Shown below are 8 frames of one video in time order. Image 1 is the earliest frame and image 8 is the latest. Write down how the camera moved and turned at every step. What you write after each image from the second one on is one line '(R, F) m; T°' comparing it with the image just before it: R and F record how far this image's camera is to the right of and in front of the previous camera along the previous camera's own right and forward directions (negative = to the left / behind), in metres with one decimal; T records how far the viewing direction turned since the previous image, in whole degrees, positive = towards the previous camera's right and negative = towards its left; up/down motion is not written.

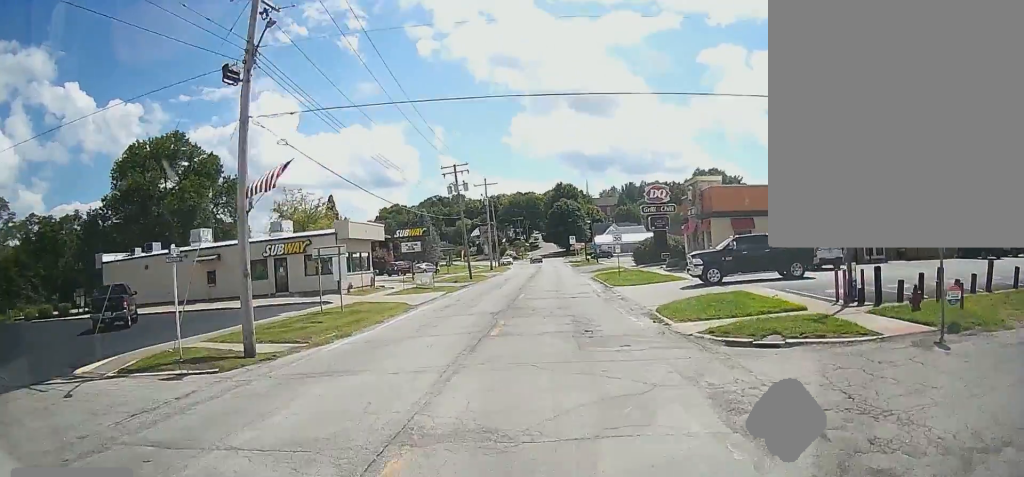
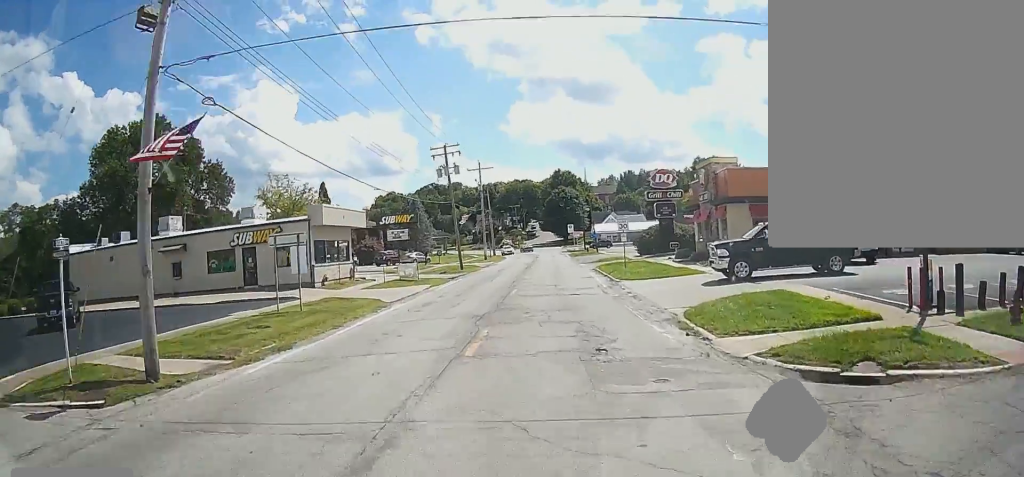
(+0.1, +4.3) m; 0°
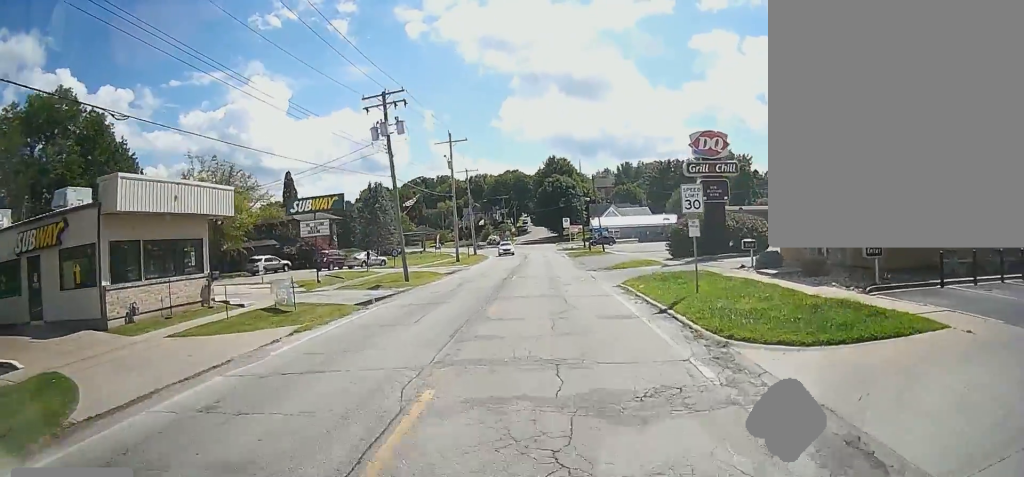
(-0.6, +17.6) m; -2°
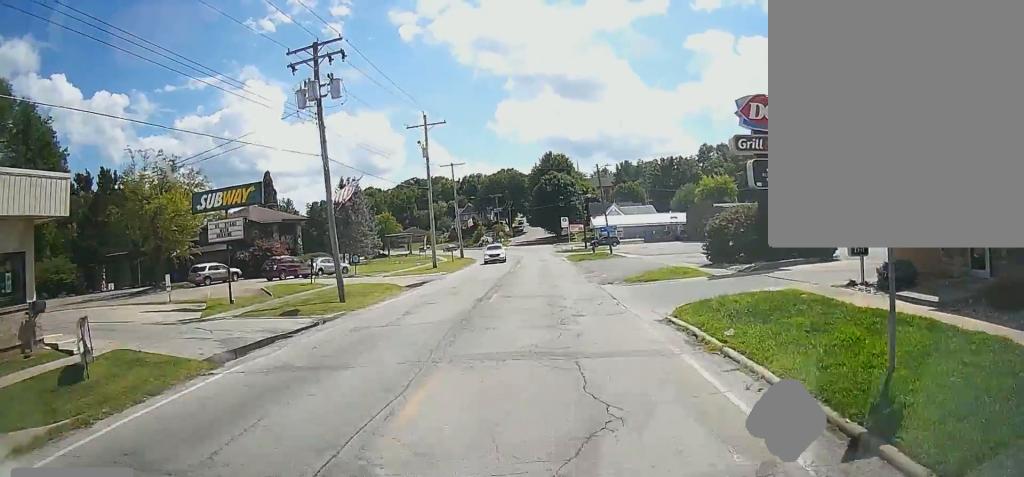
(+0.2, +9.7) m; +2°
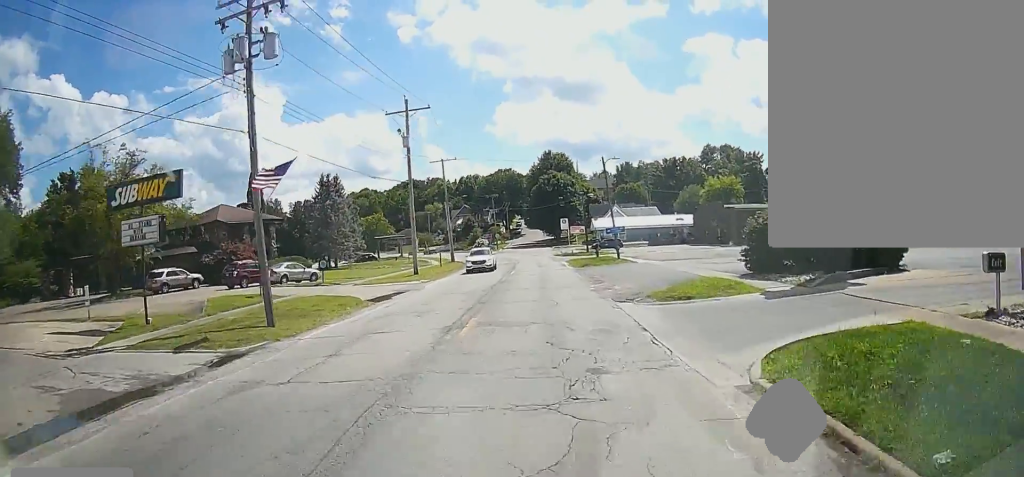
(+0.1, +6.0) m; +1°
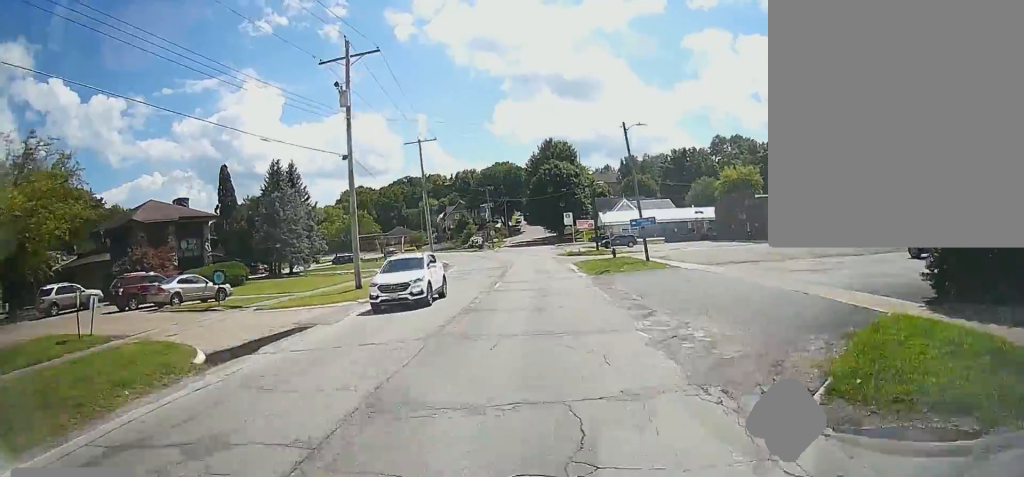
(0.0, +12.9) m; 0°
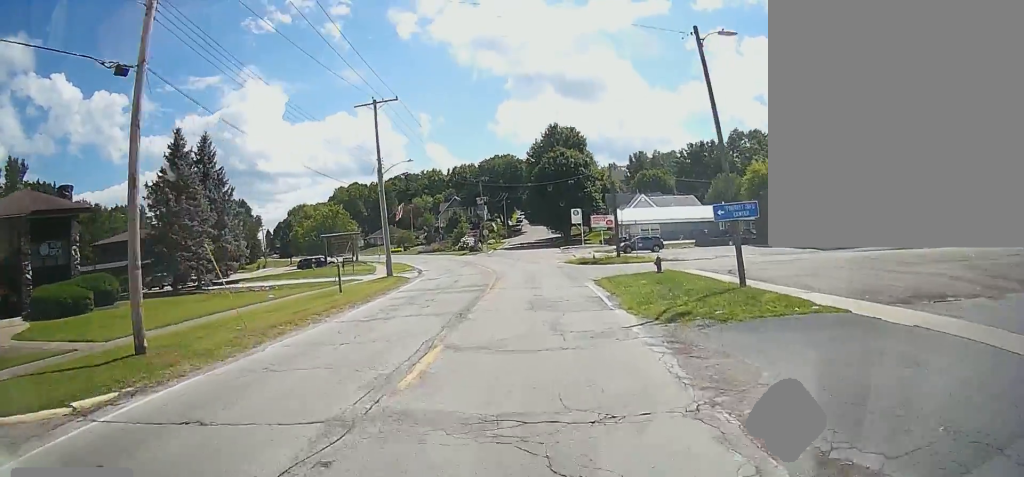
(0.0, +16.5) m; 0°
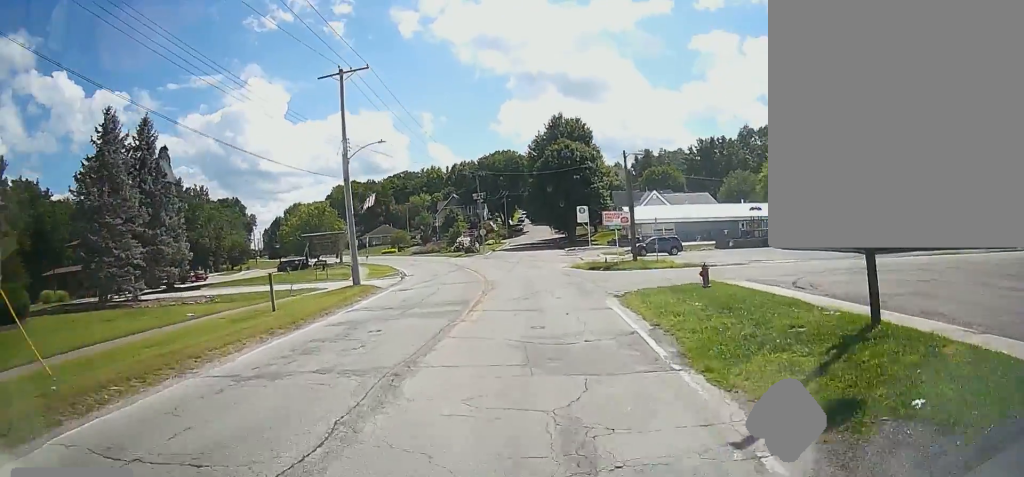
(0.0, +7.6) m; 0°
